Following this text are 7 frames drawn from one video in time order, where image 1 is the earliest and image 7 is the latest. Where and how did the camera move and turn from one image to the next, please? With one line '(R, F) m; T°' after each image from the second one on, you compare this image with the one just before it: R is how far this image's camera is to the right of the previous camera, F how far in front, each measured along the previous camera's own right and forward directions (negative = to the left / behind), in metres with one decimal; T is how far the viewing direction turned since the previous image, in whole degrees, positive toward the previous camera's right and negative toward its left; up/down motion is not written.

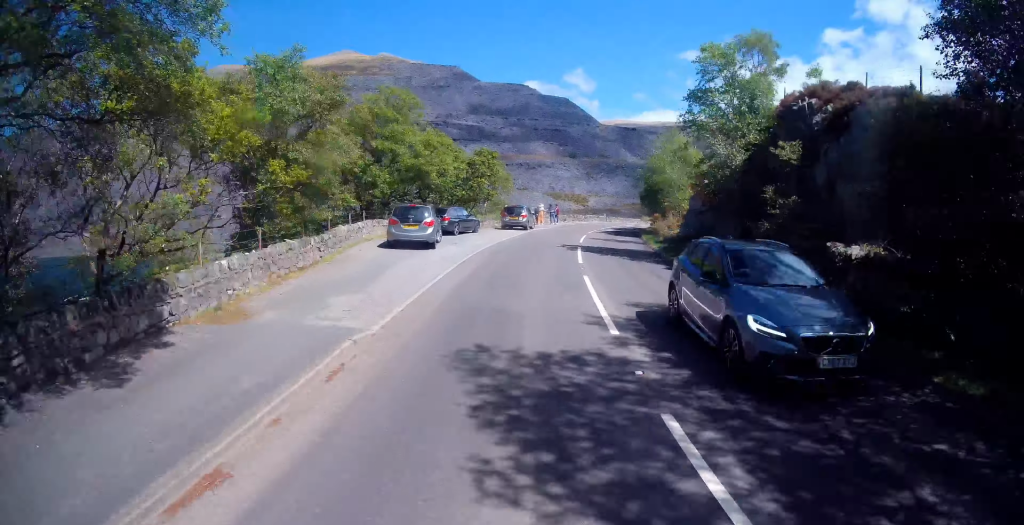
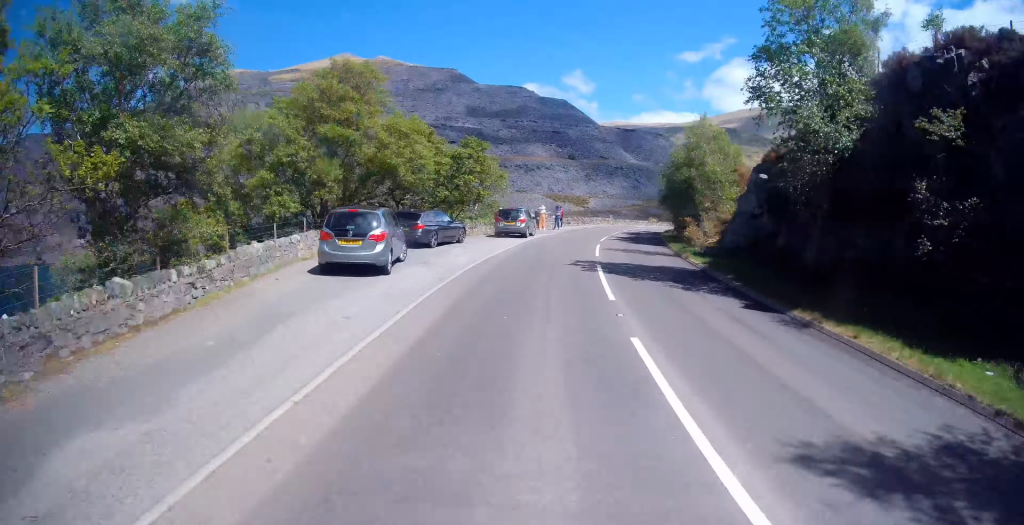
(-0.4, +6.5) m; -1°
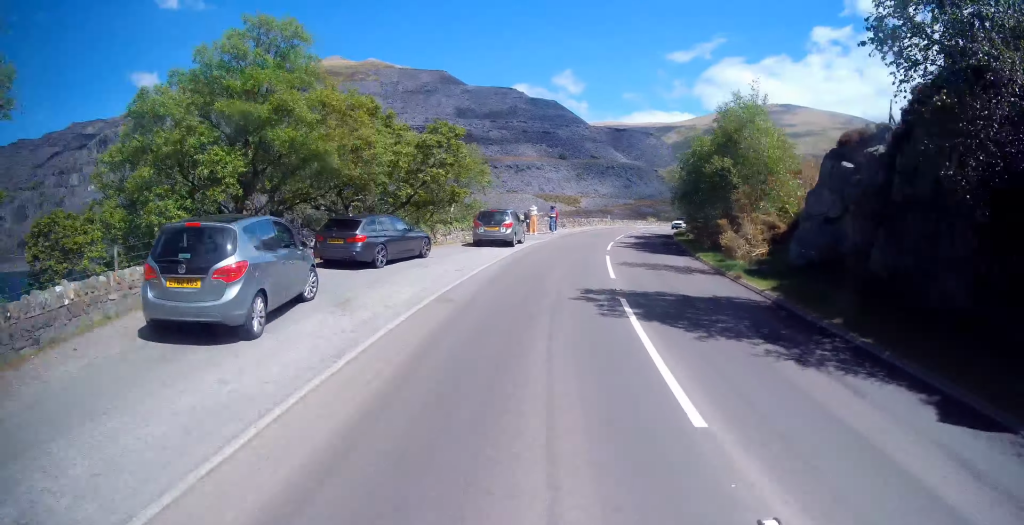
(0.0, +6.2) m; 0°
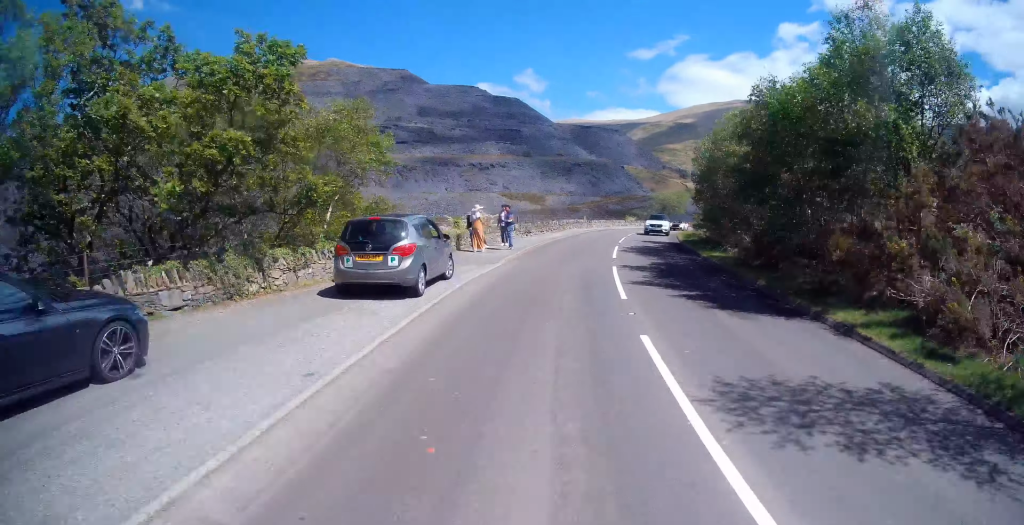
(+0.4, +12.4) m; +3°
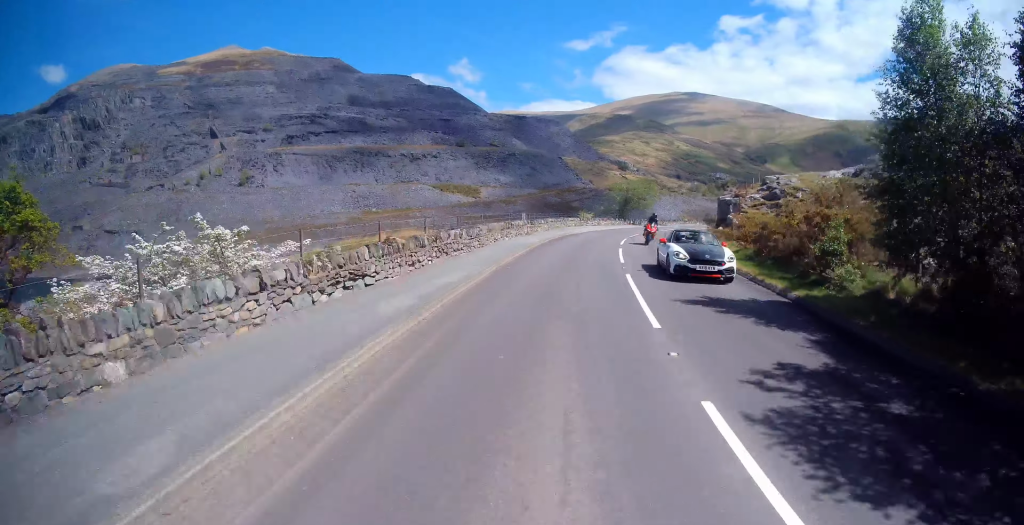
(+0.9, +20.9) m; +5°
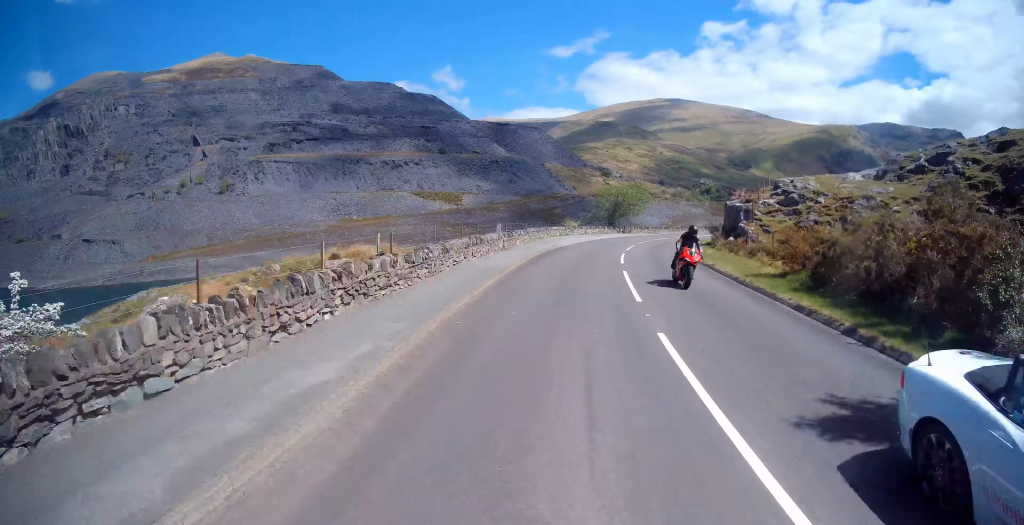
(+0.1, +5.8) m; +1°
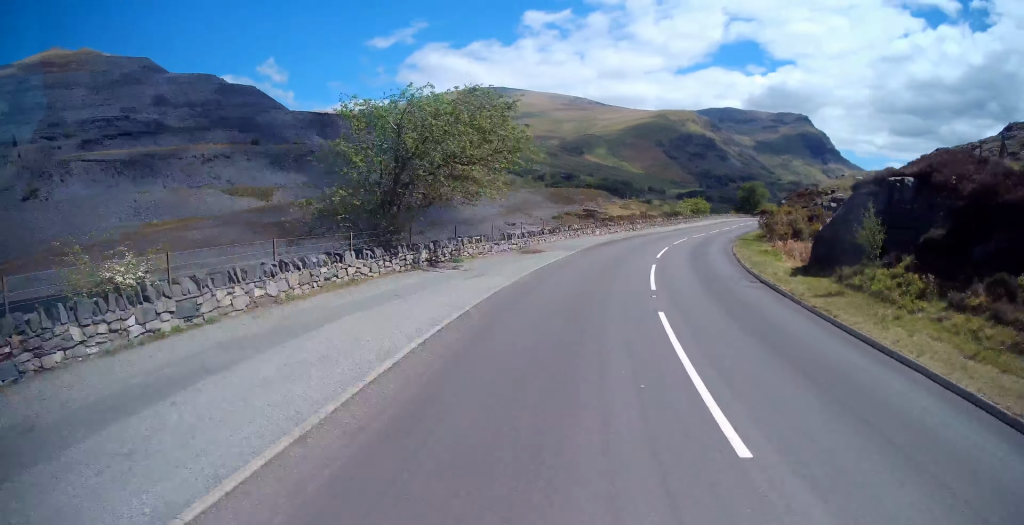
(+4.8, +42.9) m; +15°
